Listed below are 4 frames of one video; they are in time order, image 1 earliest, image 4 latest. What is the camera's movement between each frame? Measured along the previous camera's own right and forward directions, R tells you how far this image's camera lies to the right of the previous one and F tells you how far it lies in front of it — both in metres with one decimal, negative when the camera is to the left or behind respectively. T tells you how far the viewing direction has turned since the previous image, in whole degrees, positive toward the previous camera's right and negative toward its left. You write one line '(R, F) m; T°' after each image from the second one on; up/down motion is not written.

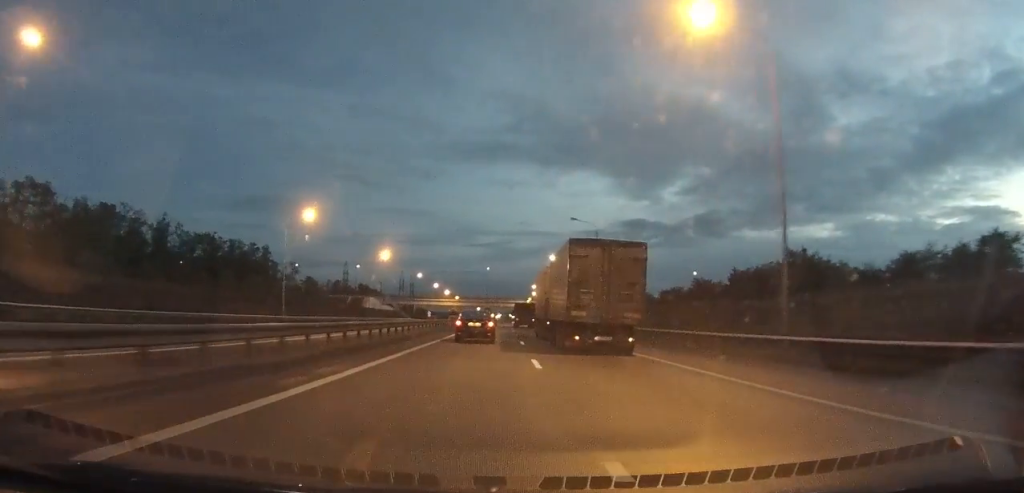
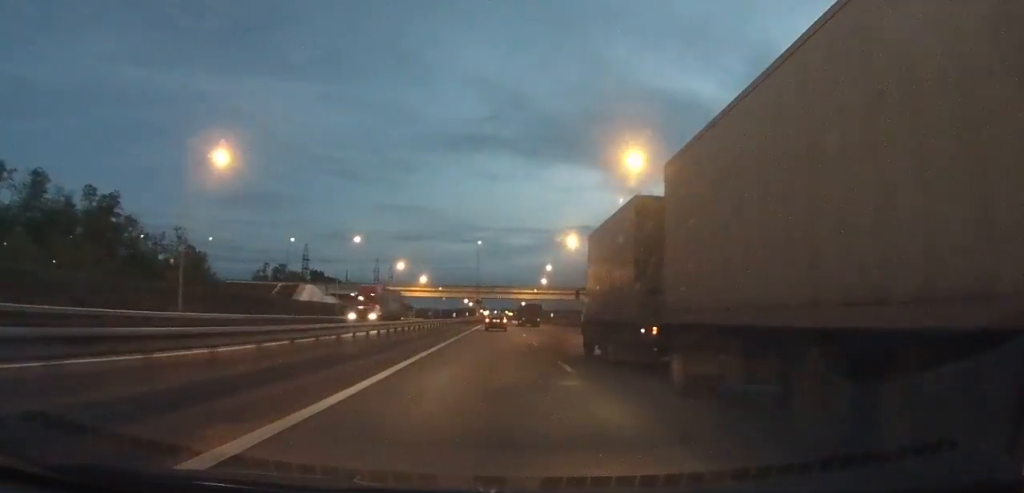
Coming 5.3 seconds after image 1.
(-1.6, +56.1) m; -2°
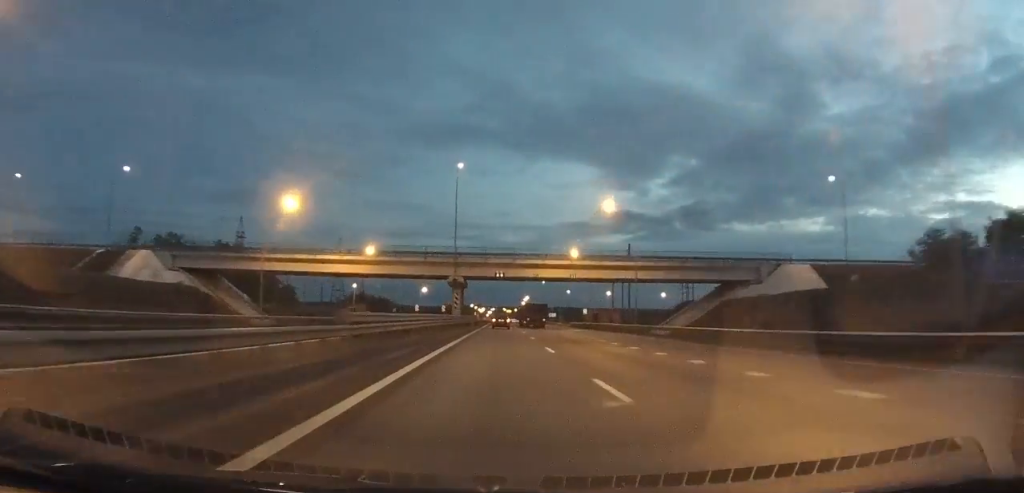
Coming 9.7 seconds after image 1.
(+0.7, +61.6) m; +1°
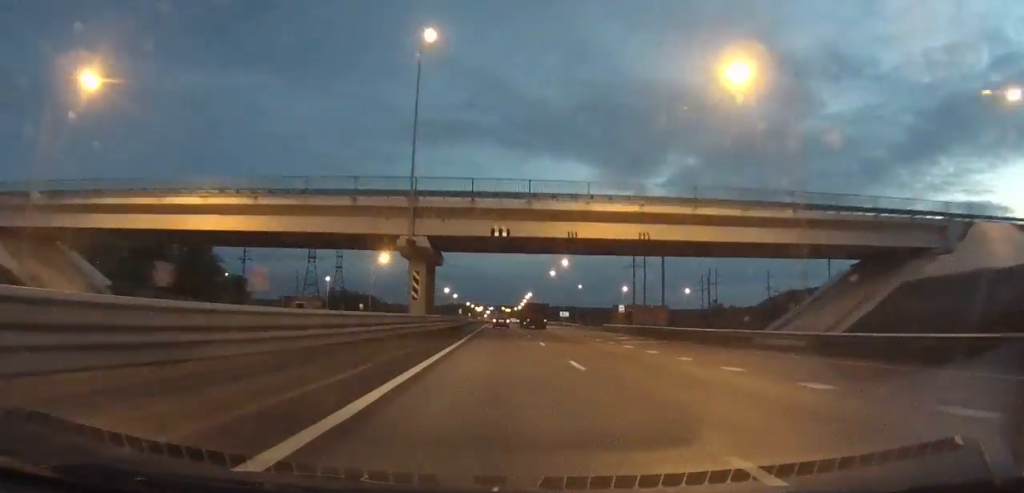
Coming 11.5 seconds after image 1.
(+0.1, +28.8) m; 0°
